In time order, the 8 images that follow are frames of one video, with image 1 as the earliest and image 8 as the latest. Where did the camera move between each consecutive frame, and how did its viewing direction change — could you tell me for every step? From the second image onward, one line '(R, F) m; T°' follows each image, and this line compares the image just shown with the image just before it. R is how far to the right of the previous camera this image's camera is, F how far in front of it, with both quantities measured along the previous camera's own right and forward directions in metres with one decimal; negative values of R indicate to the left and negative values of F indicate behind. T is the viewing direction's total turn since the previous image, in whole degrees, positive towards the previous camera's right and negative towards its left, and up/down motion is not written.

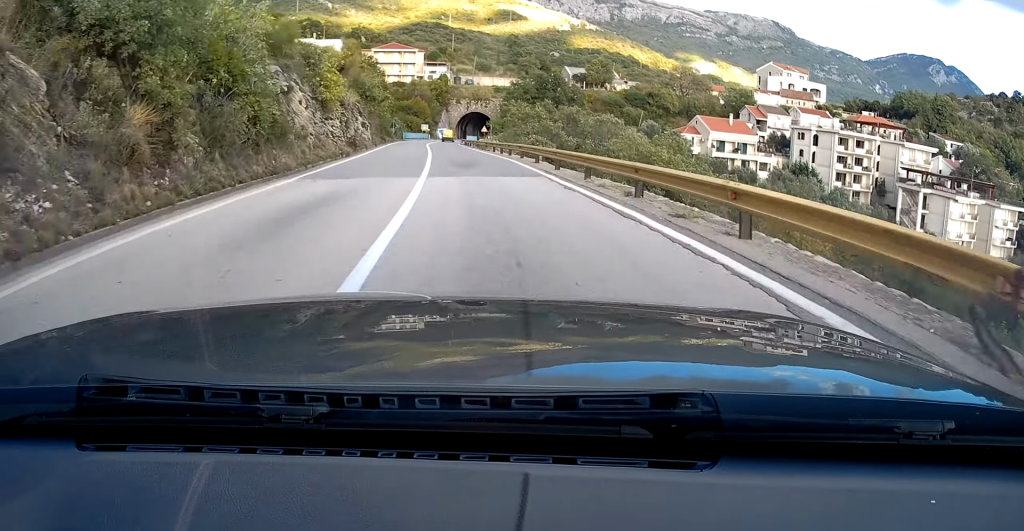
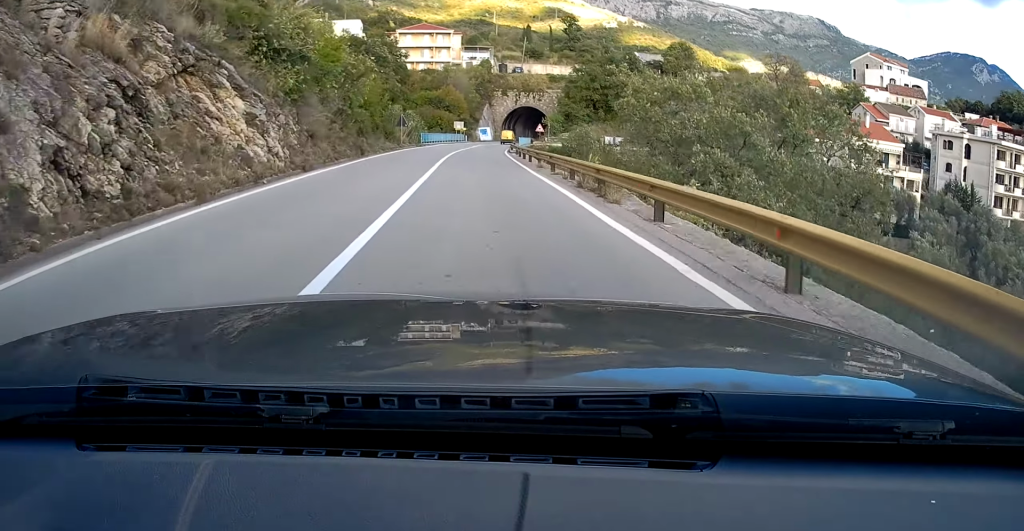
(-1.2, +31.0) m; -2°
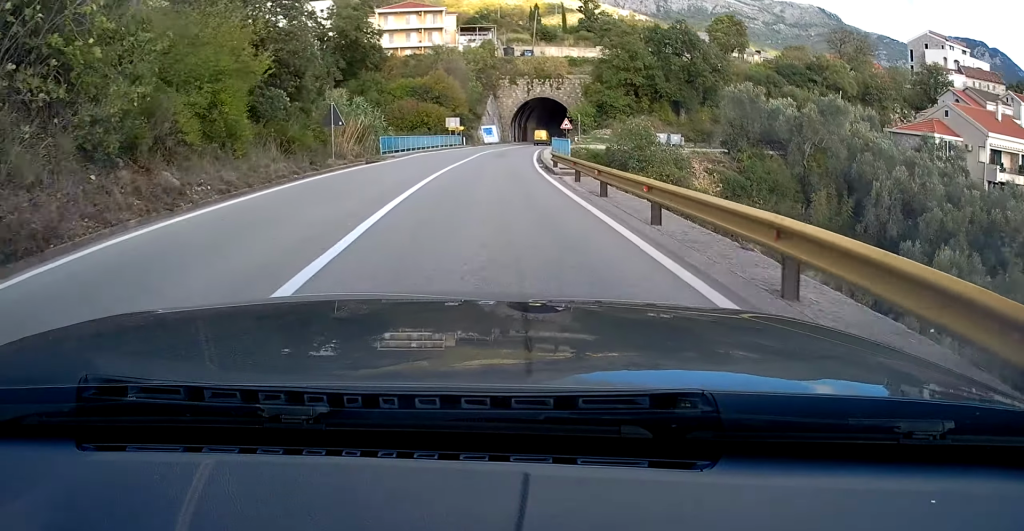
(0.0, +24.8) m; +2°
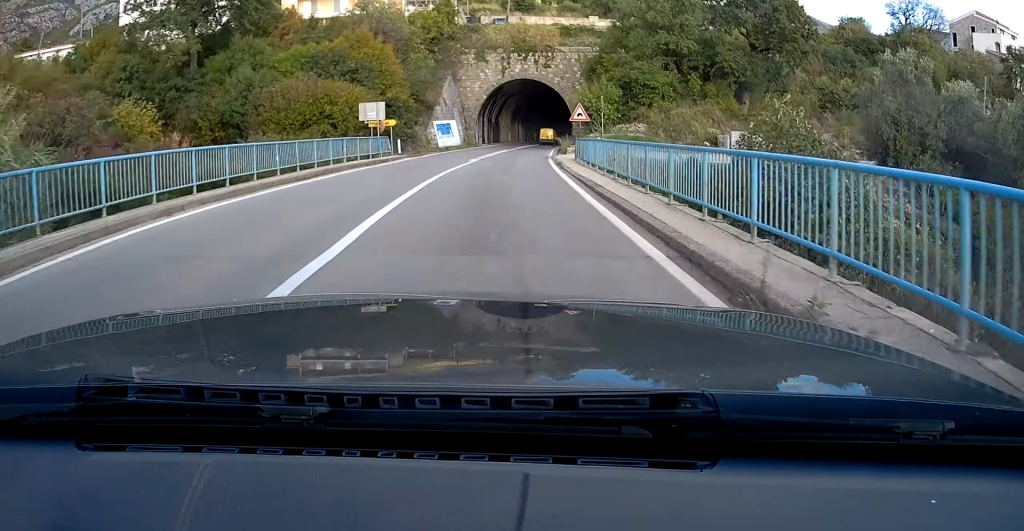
(+0.1, +28.3) m; +3°
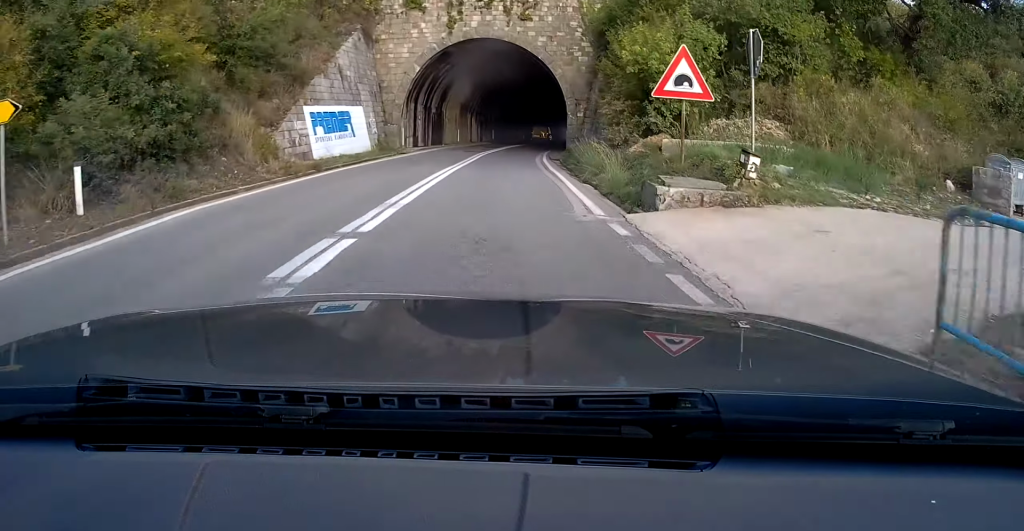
(+1.4, +25.3) m; +3°
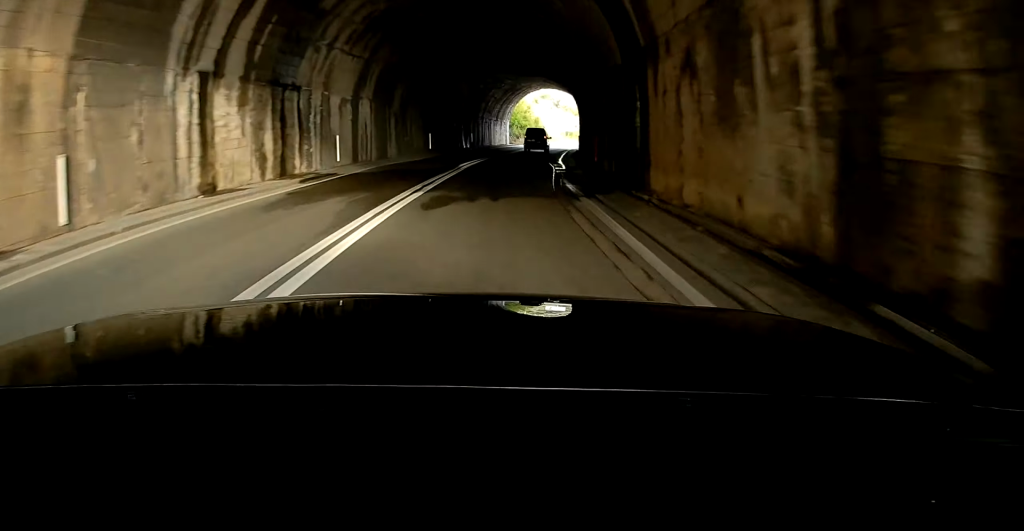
(+1.4, +43.0) m; +4°
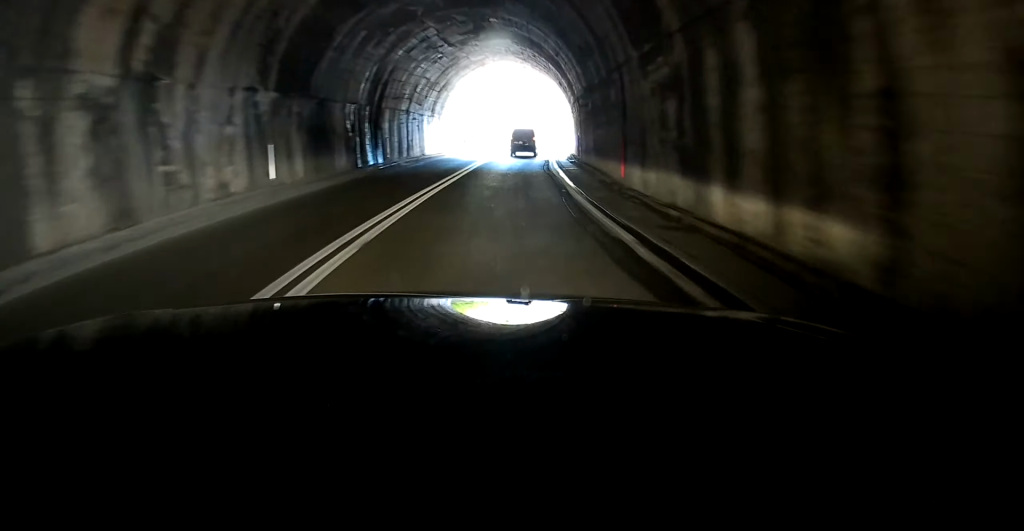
(+0.4, +21.7) m; +6°
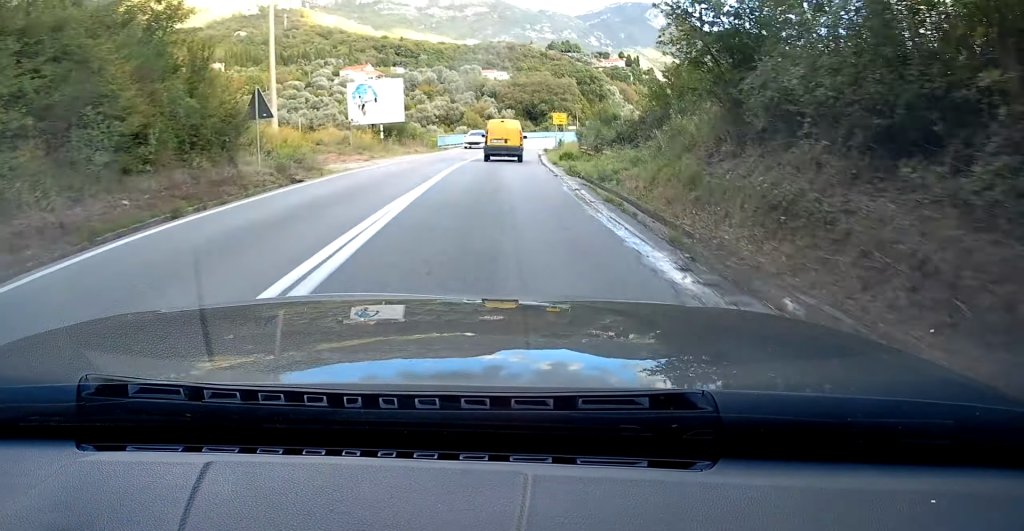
(+9.1, +51.7) m; +19°
